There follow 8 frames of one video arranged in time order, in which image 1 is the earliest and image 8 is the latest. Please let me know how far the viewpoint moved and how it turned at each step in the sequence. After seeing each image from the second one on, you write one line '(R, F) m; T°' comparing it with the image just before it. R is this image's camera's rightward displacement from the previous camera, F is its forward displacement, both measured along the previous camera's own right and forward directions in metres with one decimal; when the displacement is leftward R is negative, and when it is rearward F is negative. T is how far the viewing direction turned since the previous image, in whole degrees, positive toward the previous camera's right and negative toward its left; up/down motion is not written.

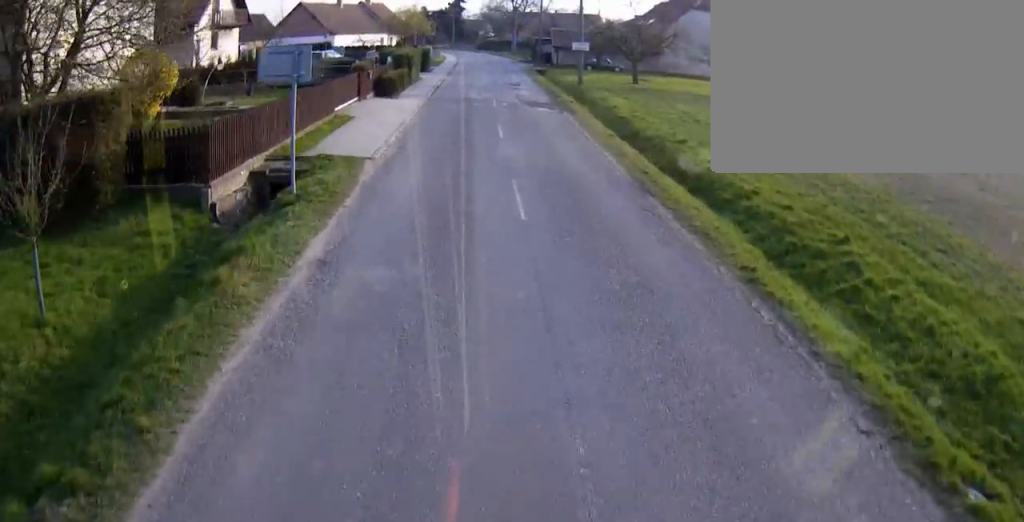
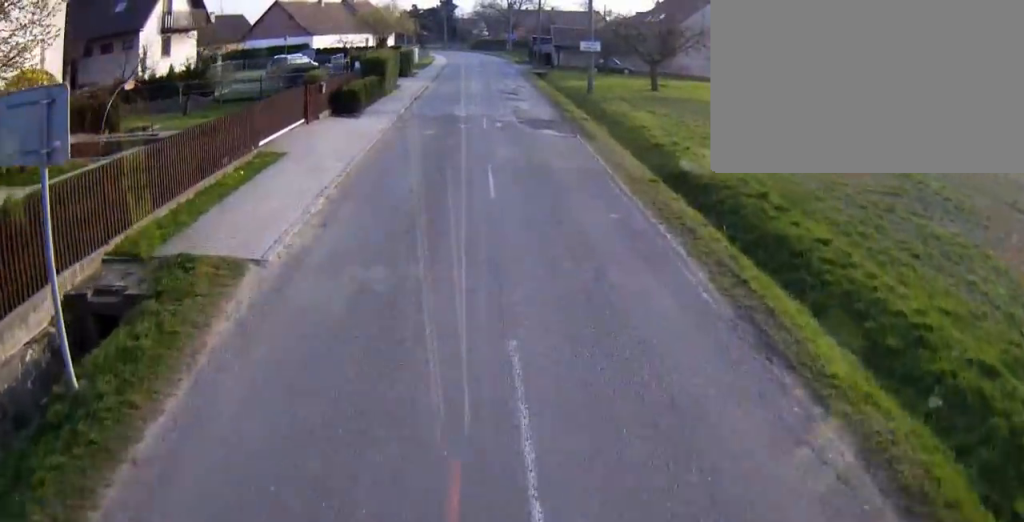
(0.0, +7.5) m; +1°
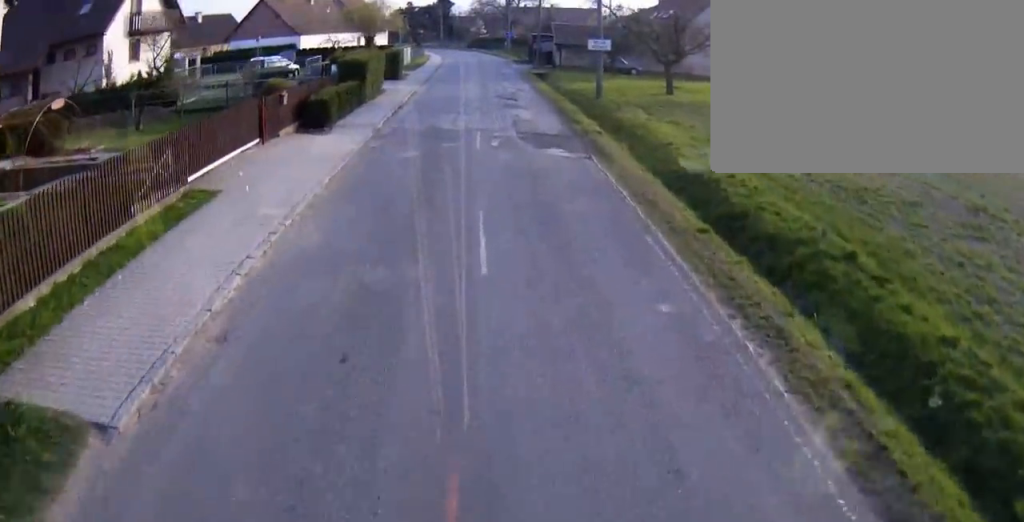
(+0.1, +4.3) m; +1°
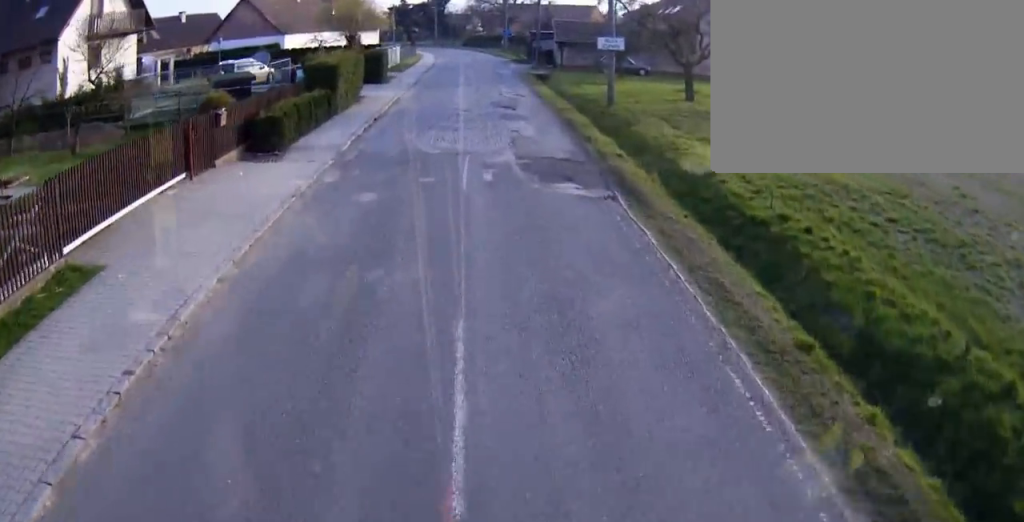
(0.0, +4.7) m; 0°
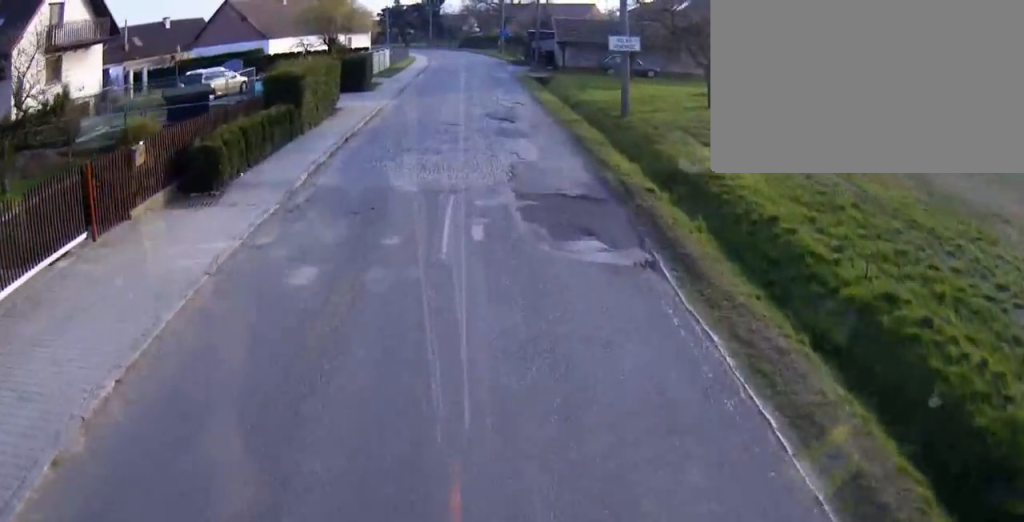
(0.0, +4.2) m; -1°
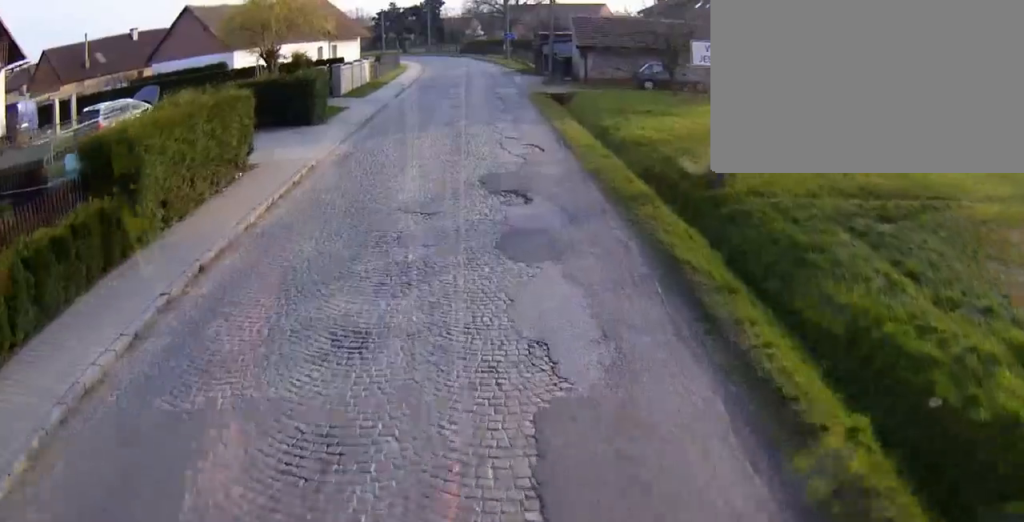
(-0.2, +10.6) m; -1°
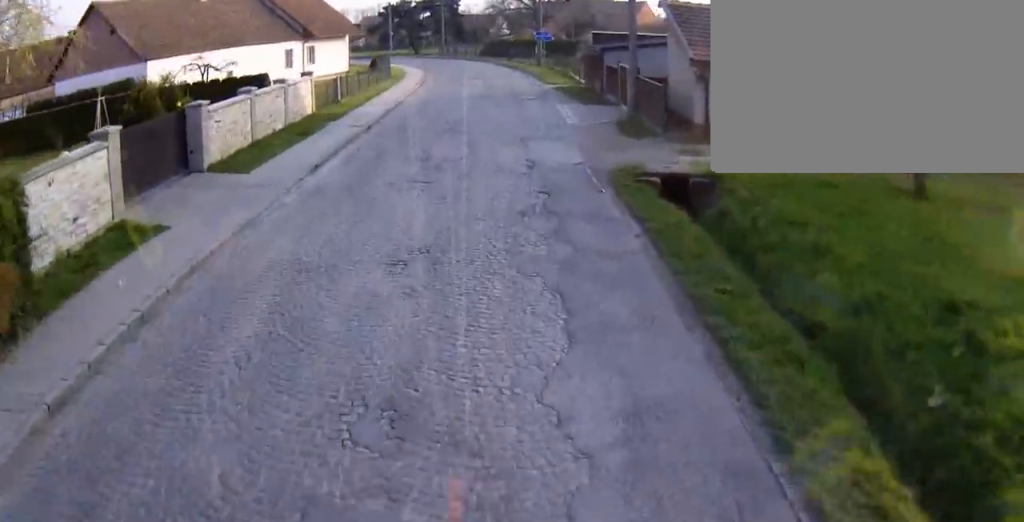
(-0.5, +18.8) m; -2°
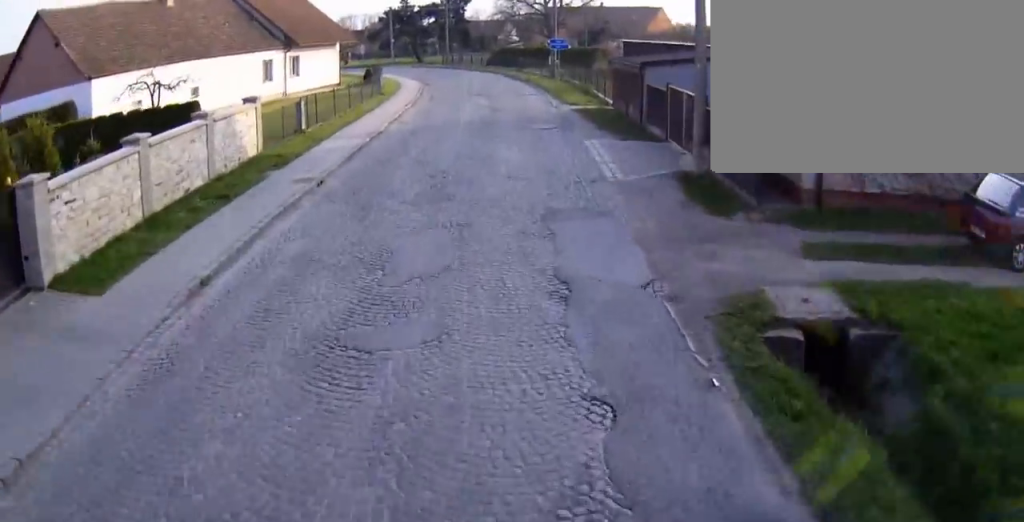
(-0.1, +6.5) m; 0°
